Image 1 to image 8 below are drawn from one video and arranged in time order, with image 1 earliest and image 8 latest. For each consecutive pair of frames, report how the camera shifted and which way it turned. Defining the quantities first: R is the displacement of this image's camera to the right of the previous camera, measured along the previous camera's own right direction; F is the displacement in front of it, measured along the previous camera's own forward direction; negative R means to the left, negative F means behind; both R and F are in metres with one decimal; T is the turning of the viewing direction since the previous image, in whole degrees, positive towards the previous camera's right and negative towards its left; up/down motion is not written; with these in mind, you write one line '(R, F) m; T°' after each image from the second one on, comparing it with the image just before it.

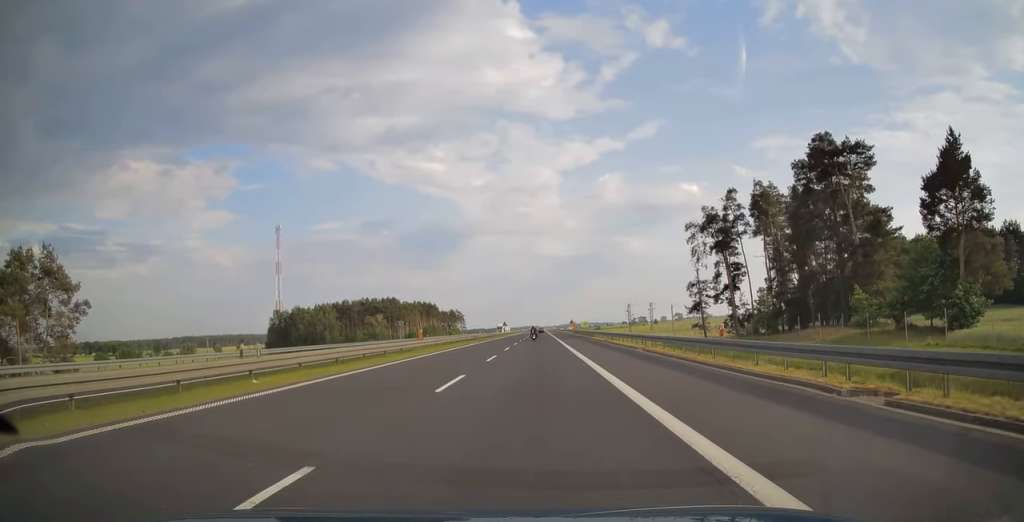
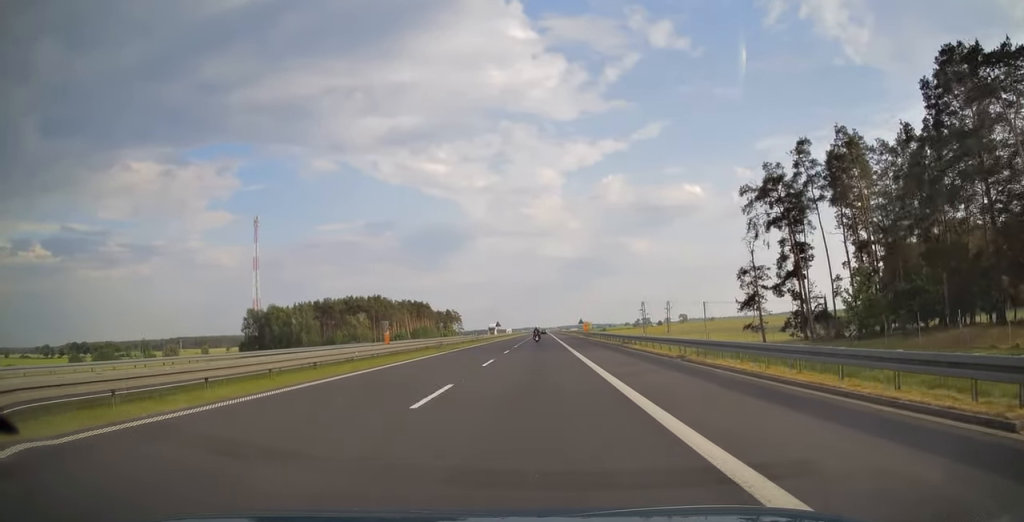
(-0.3, +26.6) m; 0°
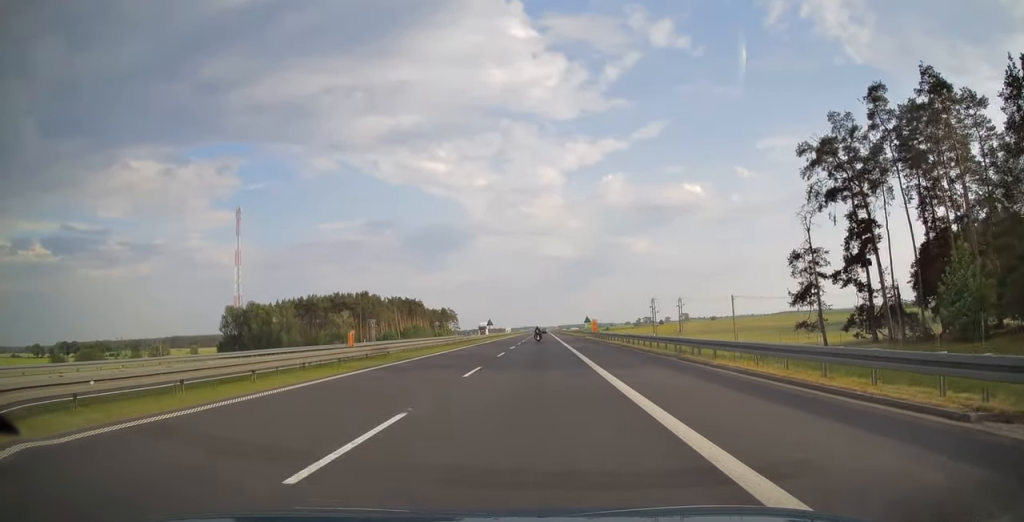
(0.0, +17.1) m; 0°
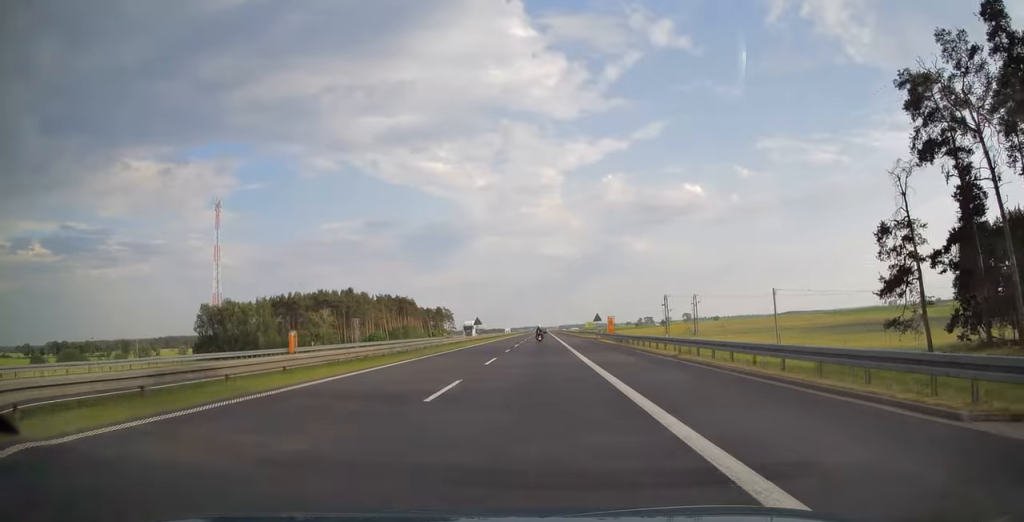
(0.0, +17.7) m; 0°
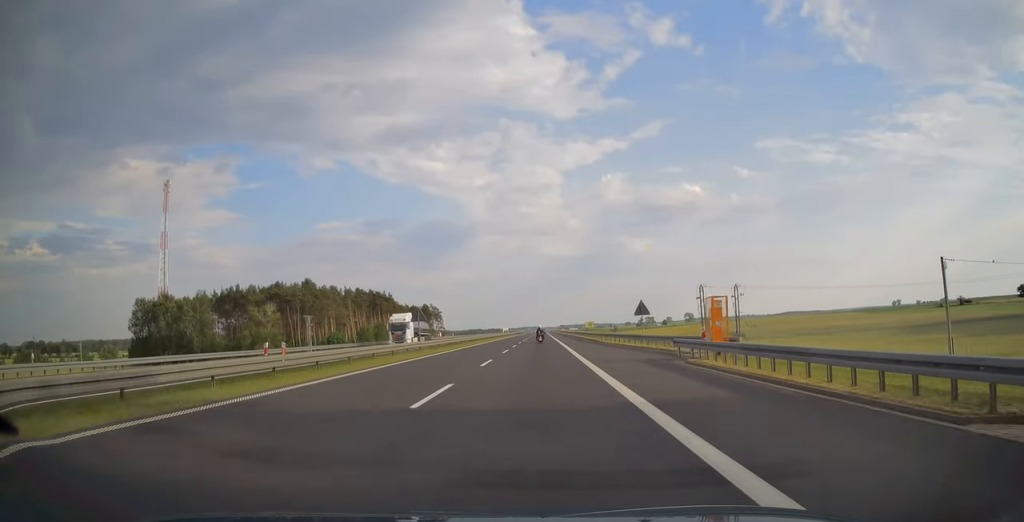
(0.0, +36.4) m; 0°
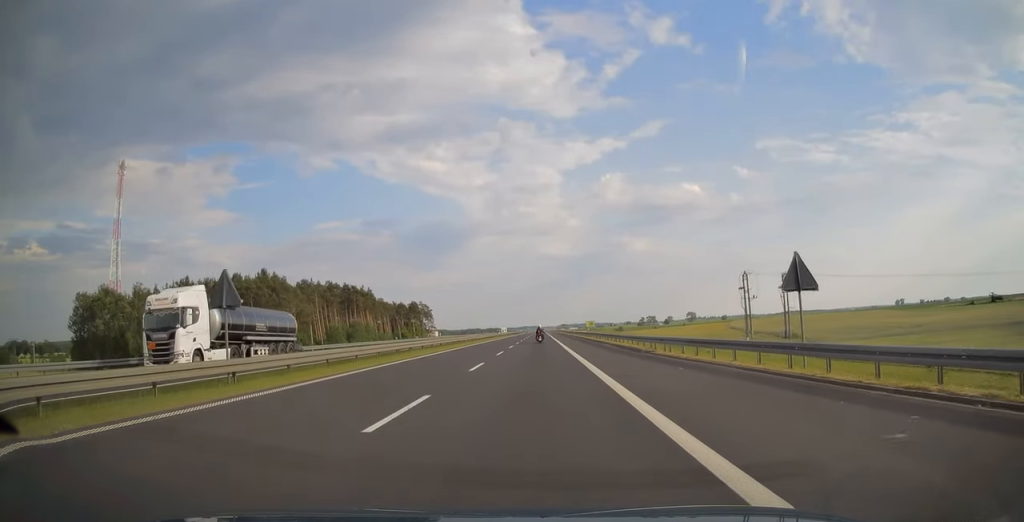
(0.0, +26.5) m; 0°
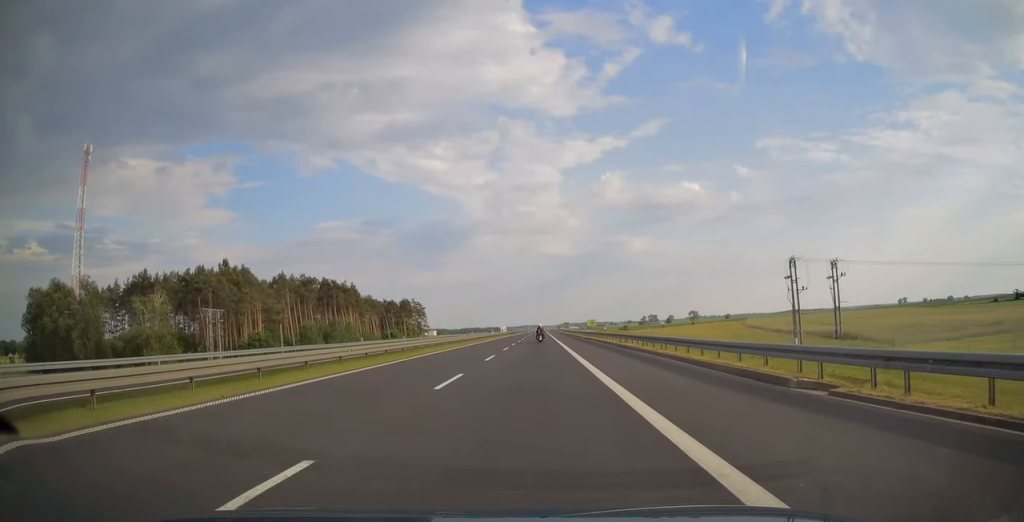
(0.0, +18.2) m; 0°
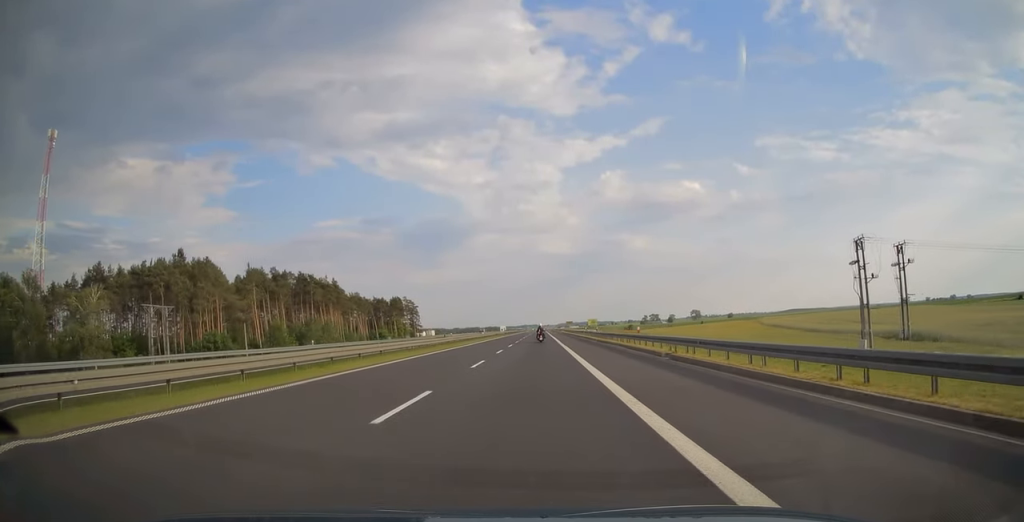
(0.0, +17.1) m; 0°
